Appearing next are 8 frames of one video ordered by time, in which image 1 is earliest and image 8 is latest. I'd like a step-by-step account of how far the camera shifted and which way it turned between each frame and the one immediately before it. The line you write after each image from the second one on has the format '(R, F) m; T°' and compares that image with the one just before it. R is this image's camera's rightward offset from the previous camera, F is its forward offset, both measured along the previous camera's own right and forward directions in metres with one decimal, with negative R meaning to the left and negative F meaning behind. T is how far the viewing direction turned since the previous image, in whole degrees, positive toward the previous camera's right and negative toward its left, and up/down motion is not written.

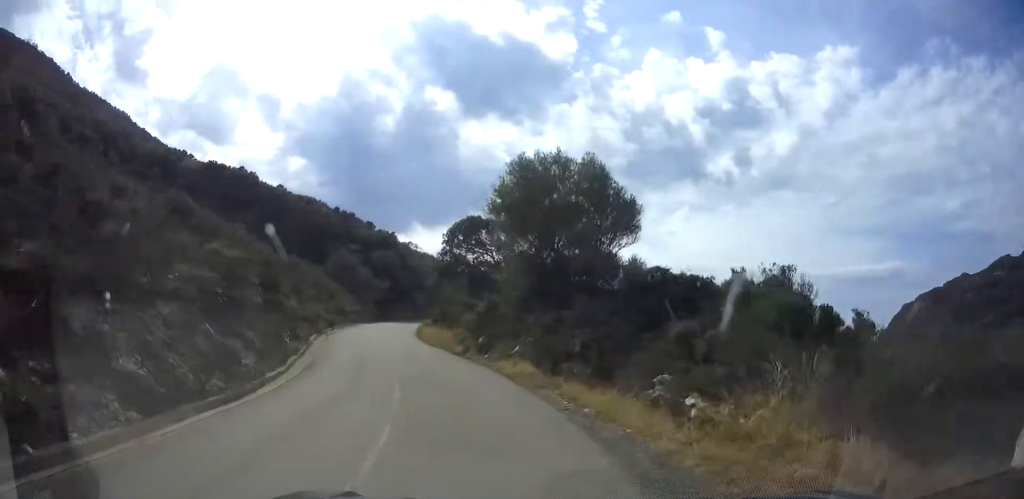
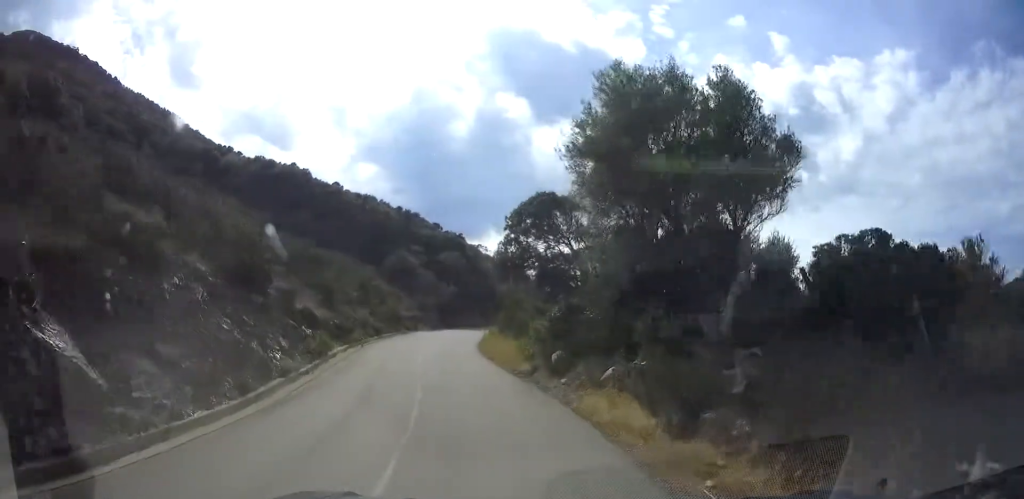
(-0.6, +6.5) m; -7°
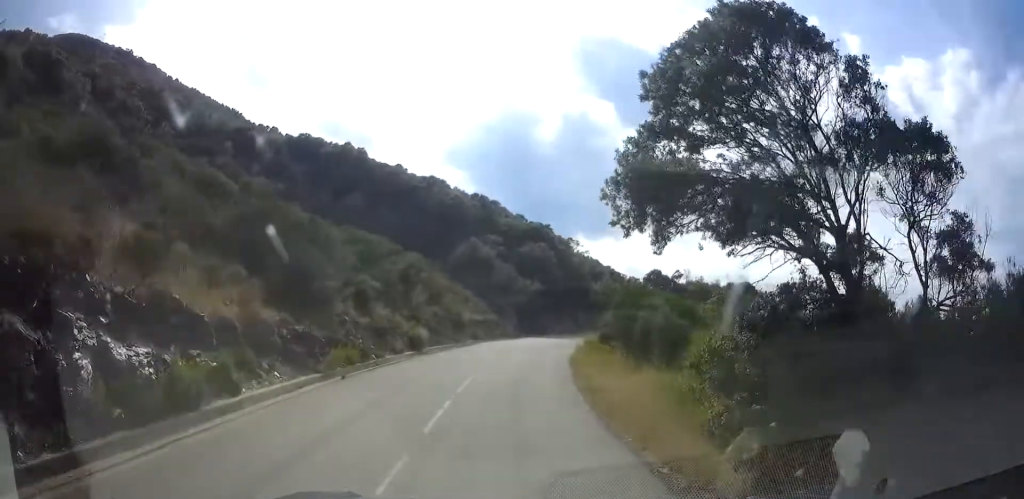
(-1.5, +13.3) m; -9°
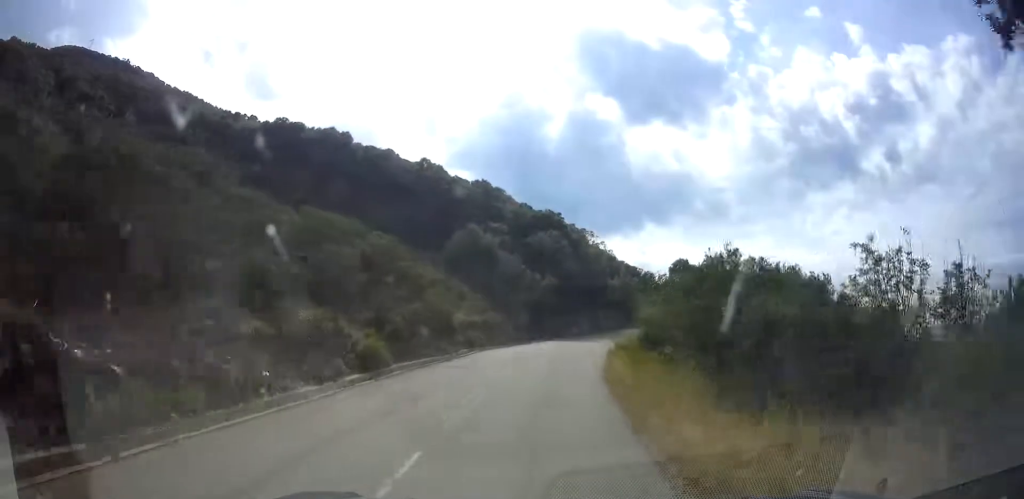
(-0.2, +8.8) m; -1°
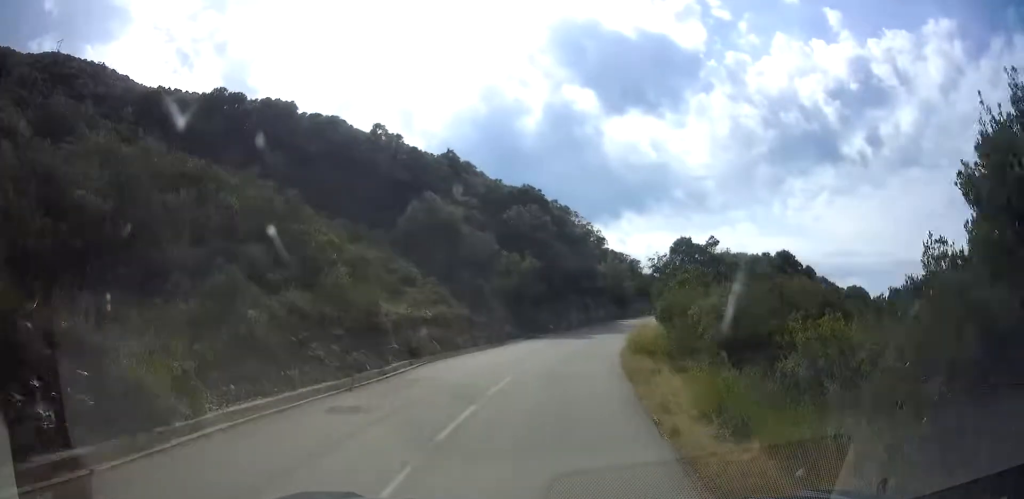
(0.0, +9.9) m; 0°
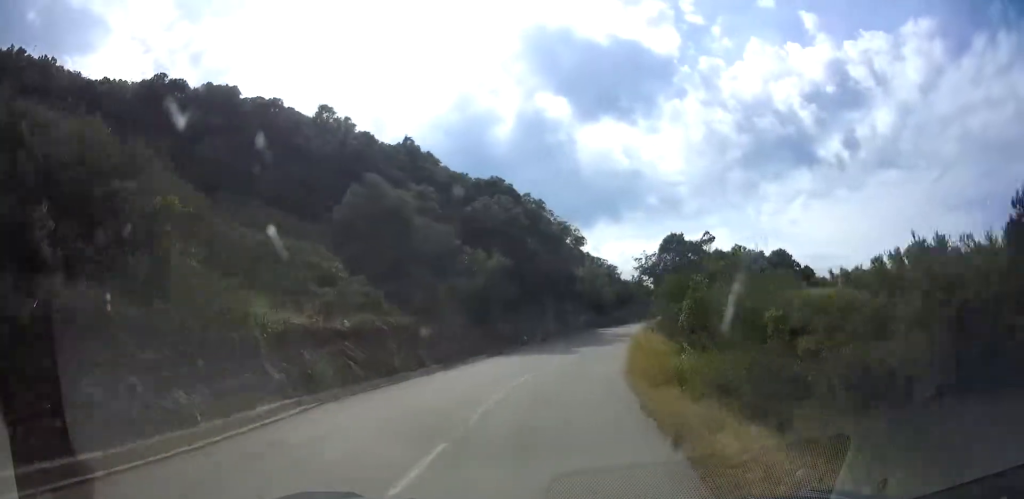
(0.0, +7.1) m; +1°
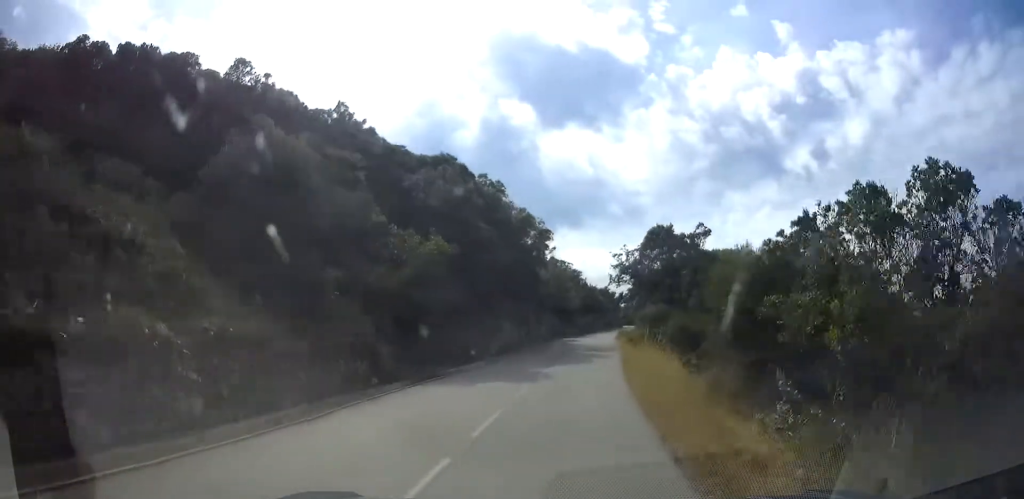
(+0.1, +9.2) m; +2°
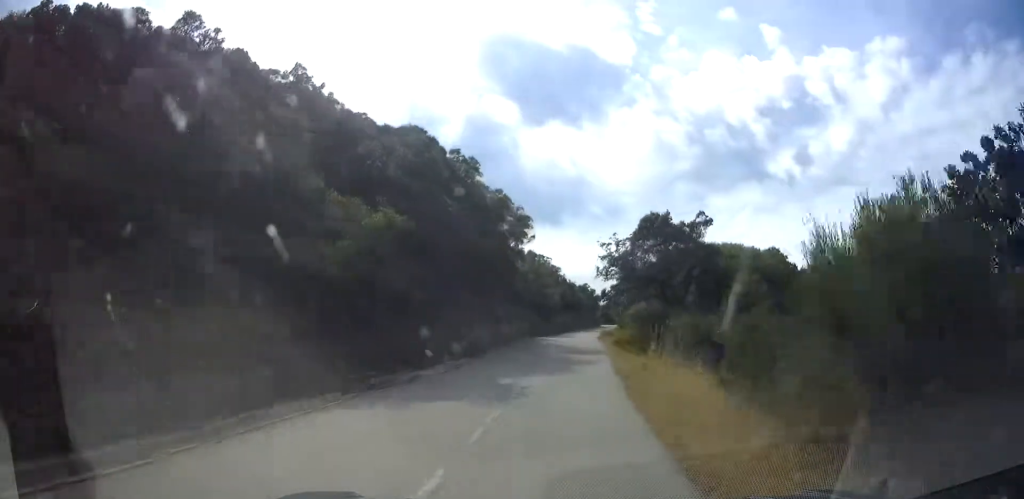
(0.0, +5.2) m; +2°
